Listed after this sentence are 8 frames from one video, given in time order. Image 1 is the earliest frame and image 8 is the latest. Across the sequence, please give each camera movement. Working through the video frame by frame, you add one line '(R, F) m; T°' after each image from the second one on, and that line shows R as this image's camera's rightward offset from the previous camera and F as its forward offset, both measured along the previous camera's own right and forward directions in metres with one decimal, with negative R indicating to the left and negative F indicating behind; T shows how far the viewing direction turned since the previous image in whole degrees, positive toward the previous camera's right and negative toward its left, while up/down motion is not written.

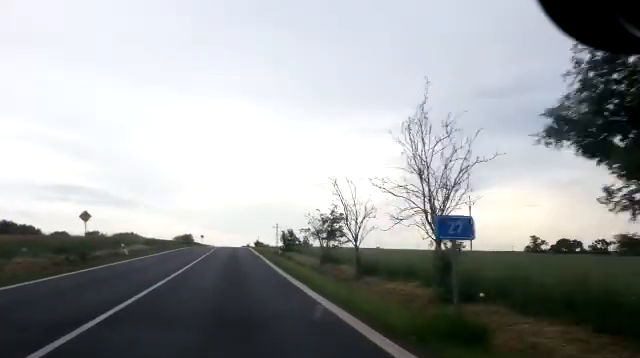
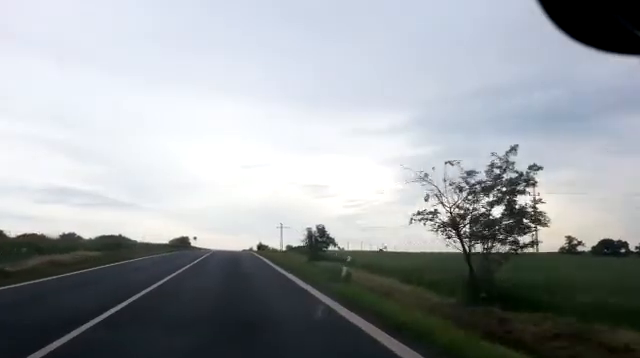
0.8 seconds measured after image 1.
(+0.1, +19.7) m; 0°
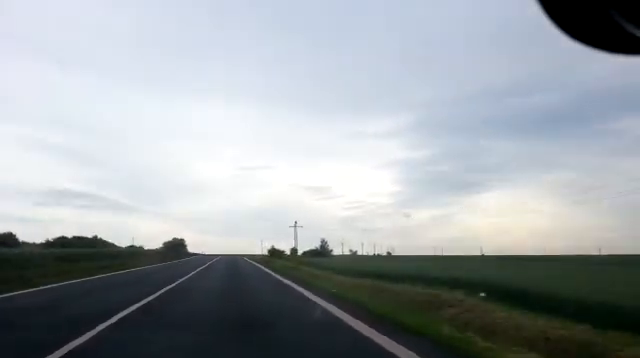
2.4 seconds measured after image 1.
(-0.3, +35.3) m; 0°
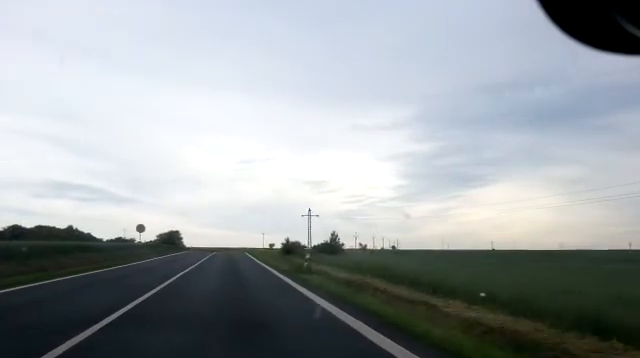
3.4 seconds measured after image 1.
(+0.3, +23.4) m; +1°
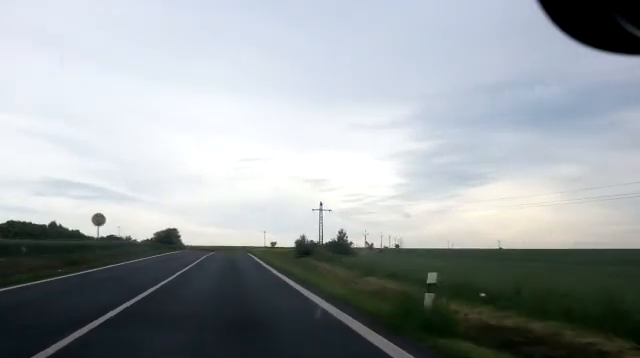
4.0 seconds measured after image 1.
(0.0, +12.8) m; 0°
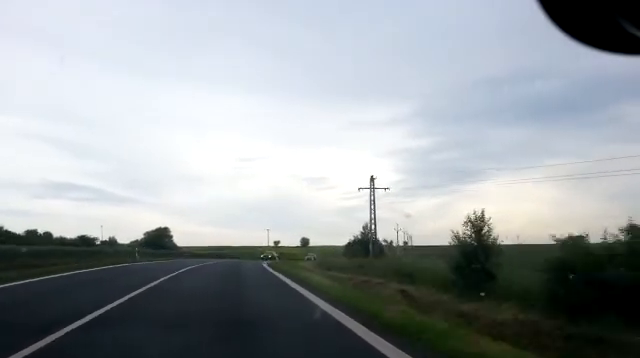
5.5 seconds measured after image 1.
(0.0, +33.5) m; 0°
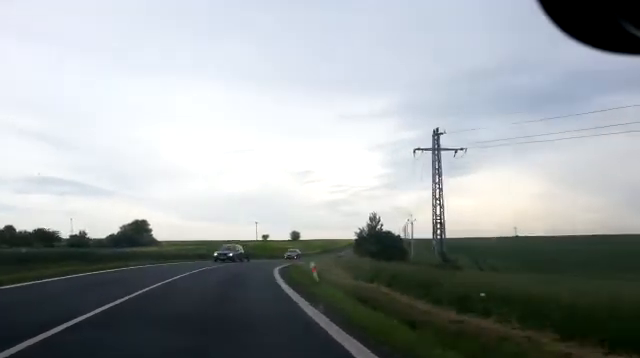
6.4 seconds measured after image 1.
(+0.1, +20.7) m; +3°
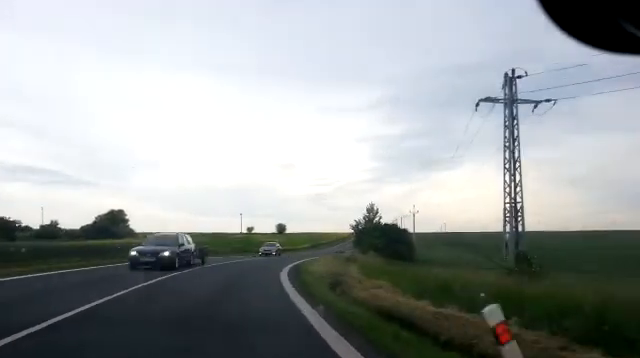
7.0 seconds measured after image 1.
(+0.4, +11.2) m; +3°
